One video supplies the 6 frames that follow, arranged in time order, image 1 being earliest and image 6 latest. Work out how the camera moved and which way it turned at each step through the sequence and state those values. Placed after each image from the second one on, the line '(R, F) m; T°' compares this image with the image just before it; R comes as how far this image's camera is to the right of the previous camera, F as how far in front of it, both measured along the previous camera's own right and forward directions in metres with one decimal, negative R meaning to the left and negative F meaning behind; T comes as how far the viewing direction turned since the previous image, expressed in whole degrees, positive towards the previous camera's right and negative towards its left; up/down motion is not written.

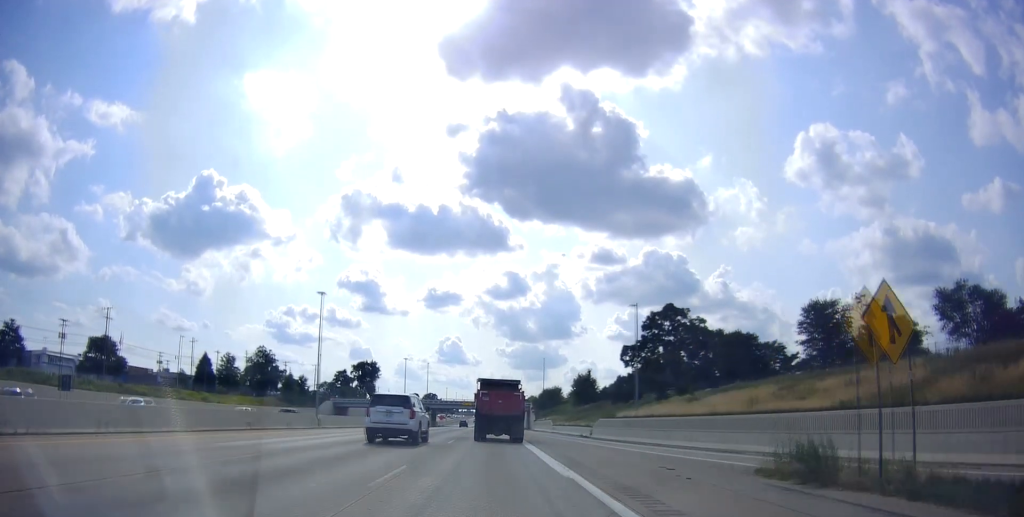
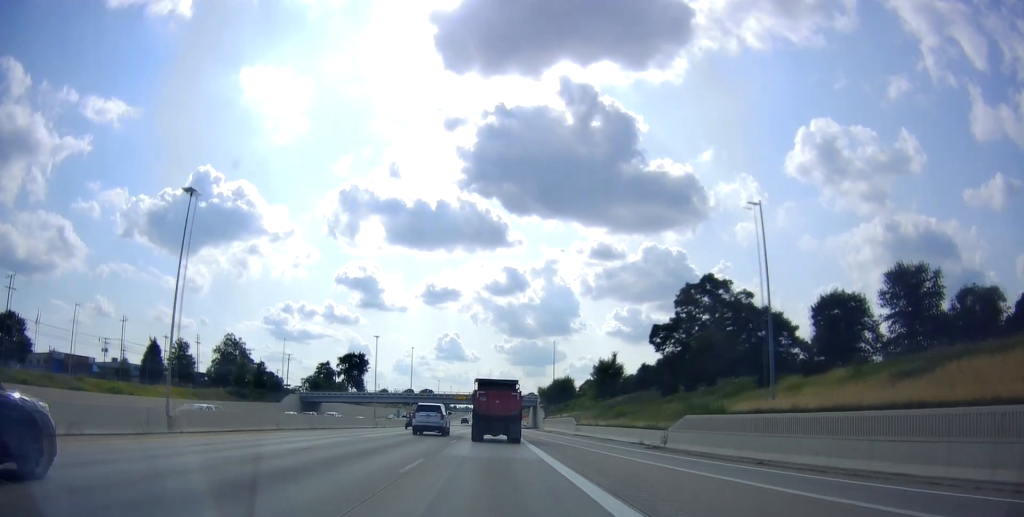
(+0.5, +27.7) m; +2°
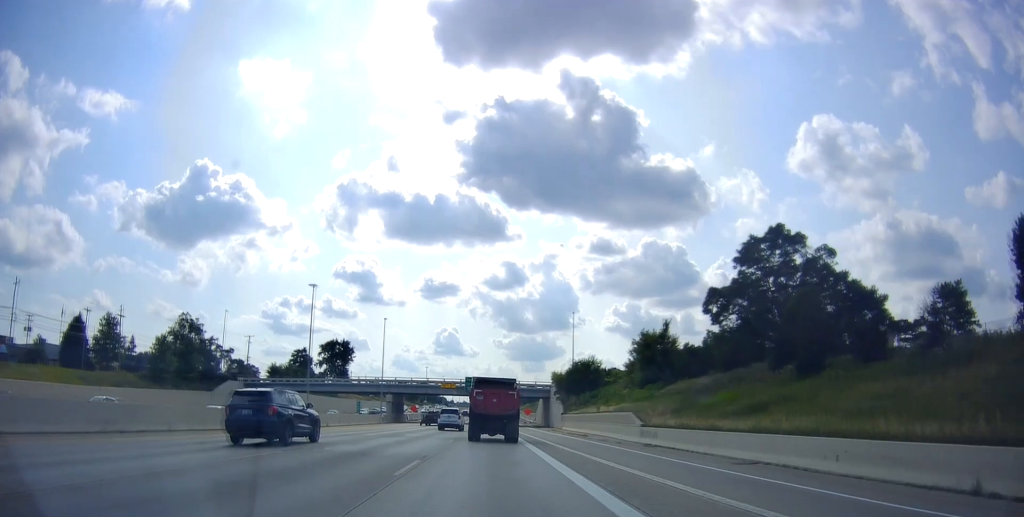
(0.0, +30.8) m; -1°
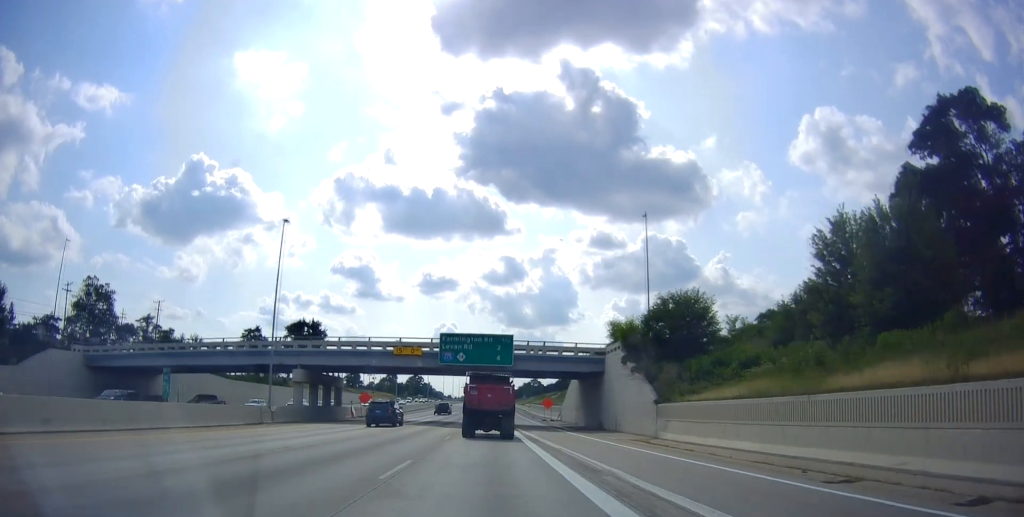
(+0.2, +46.9) m; +1°
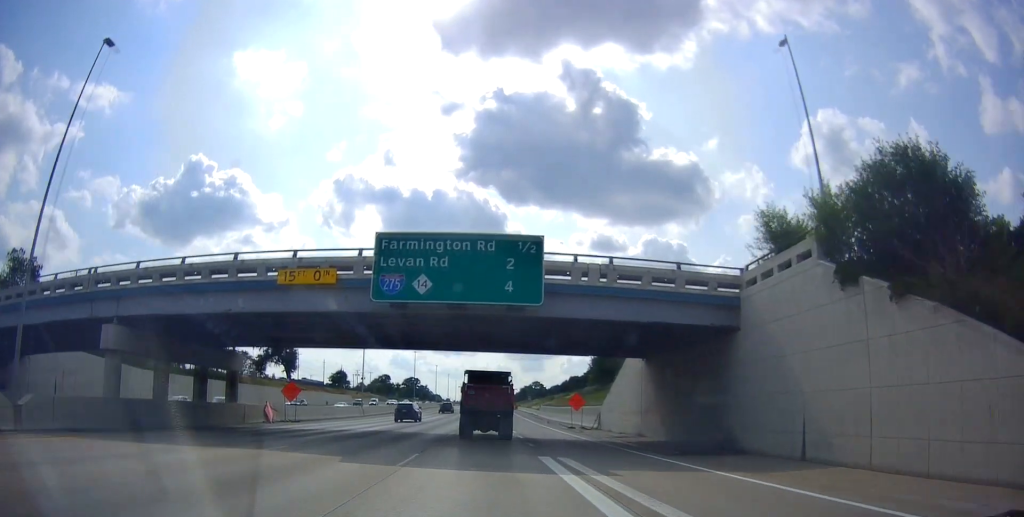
(-0.4, +28.1) m; -1°
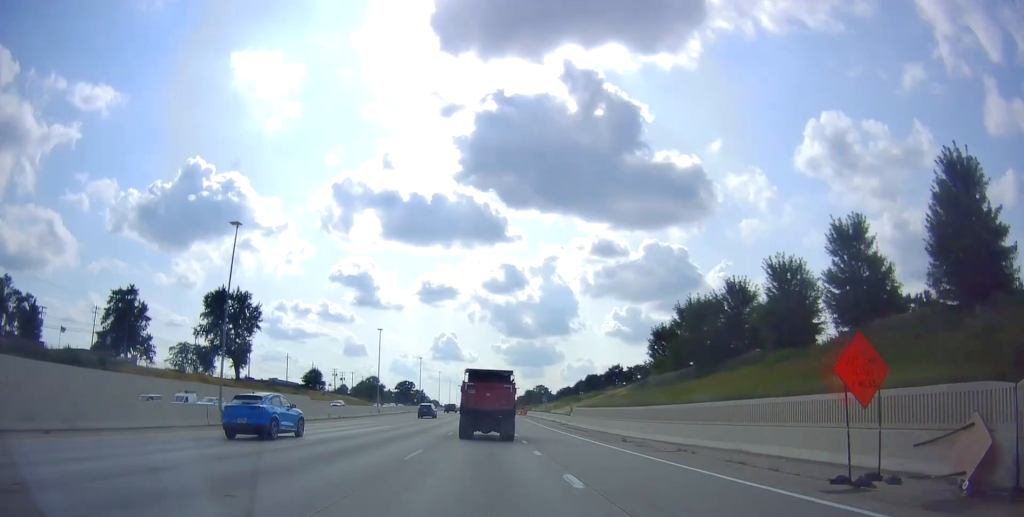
(+0.1, +42.9) m; 0°
